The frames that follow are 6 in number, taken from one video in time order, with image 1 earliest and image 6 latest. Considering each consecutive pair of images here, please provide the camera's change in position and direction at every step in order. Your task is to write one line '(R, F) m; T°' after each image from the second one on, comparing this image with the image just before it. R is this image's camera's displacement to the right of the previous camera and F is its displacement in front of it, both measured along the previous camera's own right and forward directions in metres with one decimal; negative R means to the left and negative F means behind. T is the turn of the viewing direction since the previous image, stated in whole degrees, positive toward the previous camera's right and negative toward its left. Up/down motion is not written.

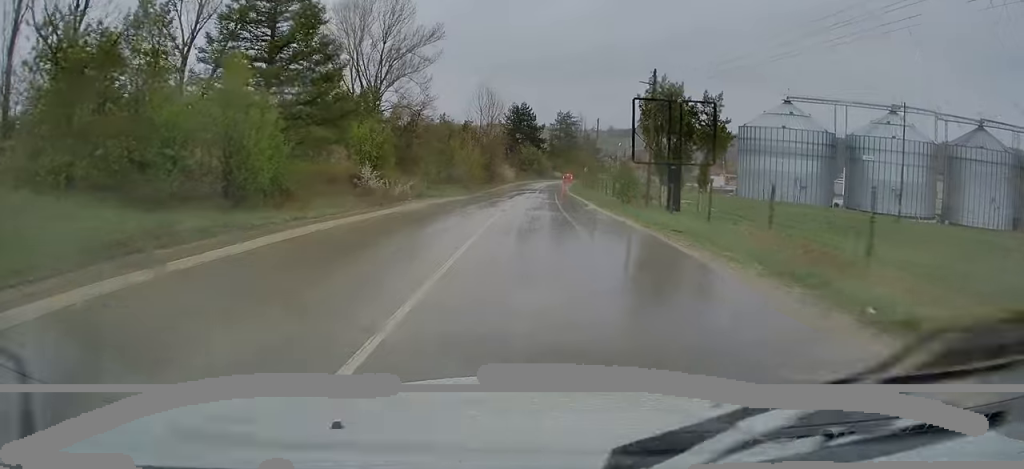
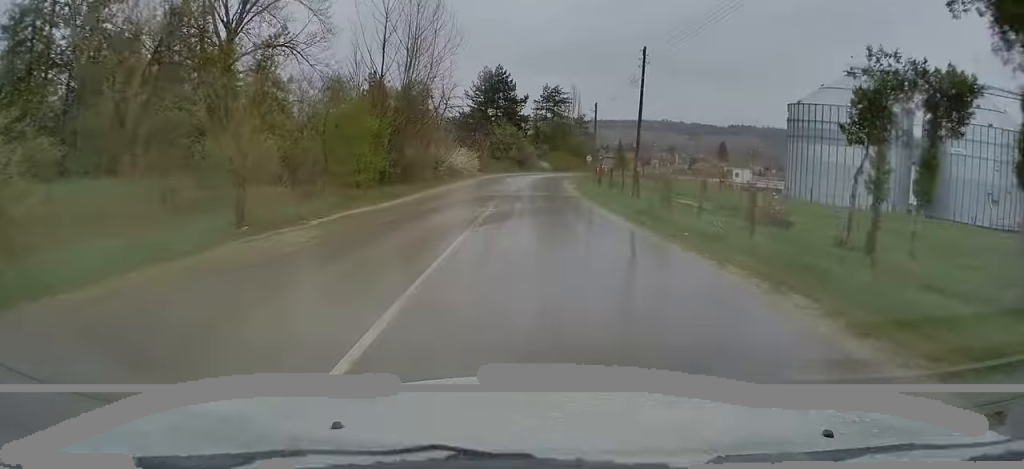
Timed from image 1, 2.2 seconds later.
(+0.1, +35.0) m; +2°
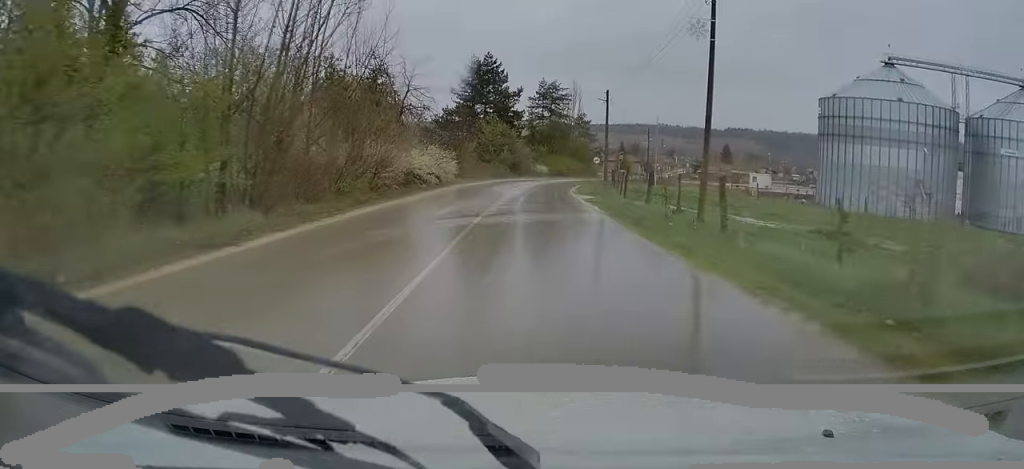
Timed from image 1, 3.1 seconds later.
(0.0, +13.4) m; +1°
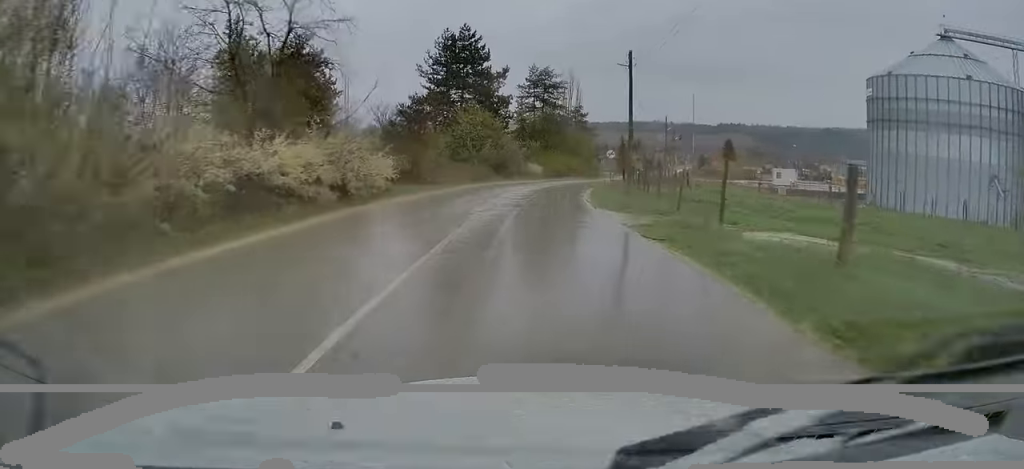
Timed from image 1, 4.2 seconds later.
(+0.3, +16.4) m; 0°
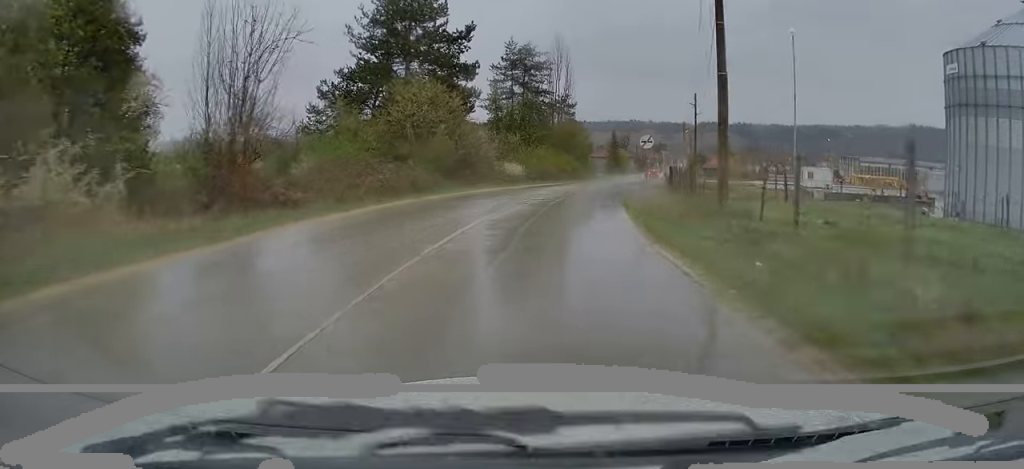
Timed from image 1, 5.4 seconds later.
(-0.1, +19.5) m; +2°
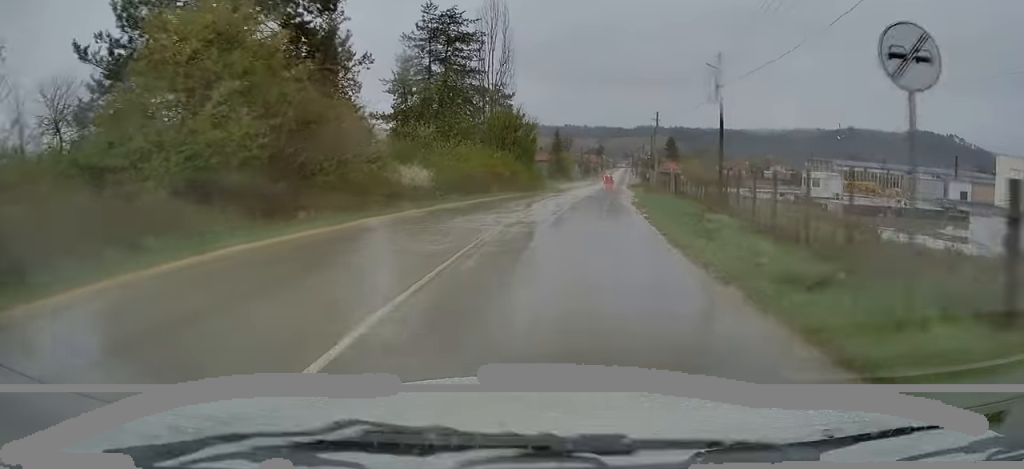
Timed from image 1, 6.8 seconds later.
(+1.2, +20.4) m; +6°
